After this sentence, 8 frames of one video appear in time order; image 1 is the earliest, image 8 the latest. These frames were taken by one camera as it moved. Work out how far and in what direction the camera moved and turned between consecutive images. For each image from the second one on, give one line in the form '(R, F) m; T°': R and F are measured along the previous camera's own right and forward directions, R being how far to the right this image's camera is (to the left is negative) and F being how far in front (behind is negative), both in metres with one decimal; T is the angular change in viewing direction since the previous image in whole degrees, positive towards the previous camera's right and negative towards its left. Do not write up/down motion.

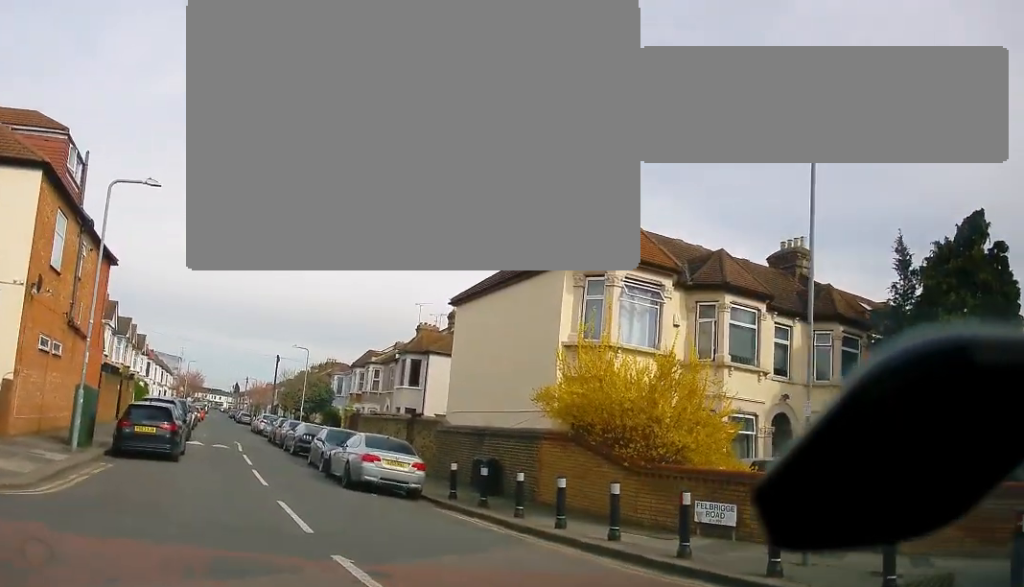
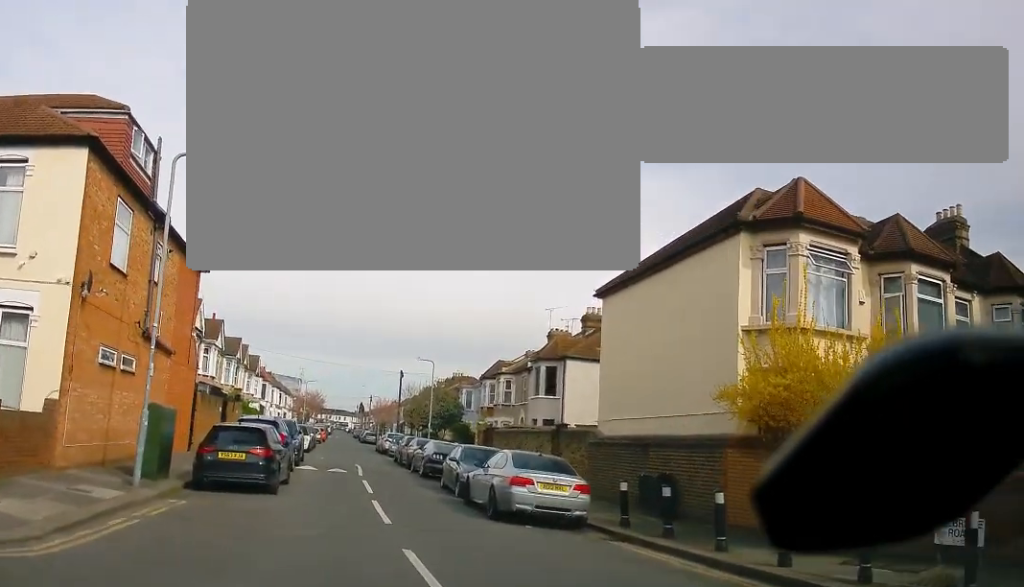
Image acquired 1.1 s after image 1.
(-0.1, +3.5) m; -3°
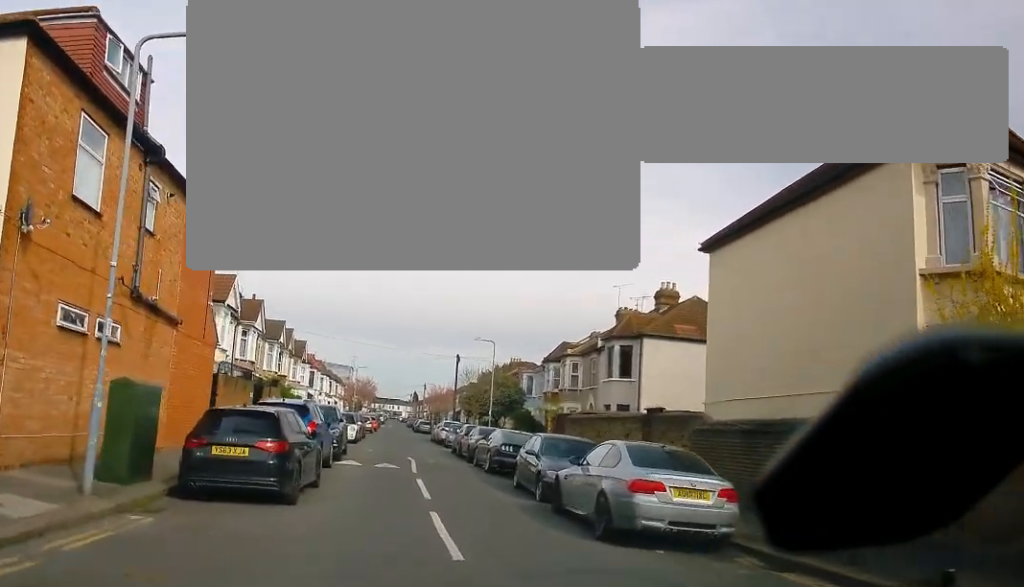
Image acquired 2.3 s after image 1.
(-0.2, +4.2) m; -7°
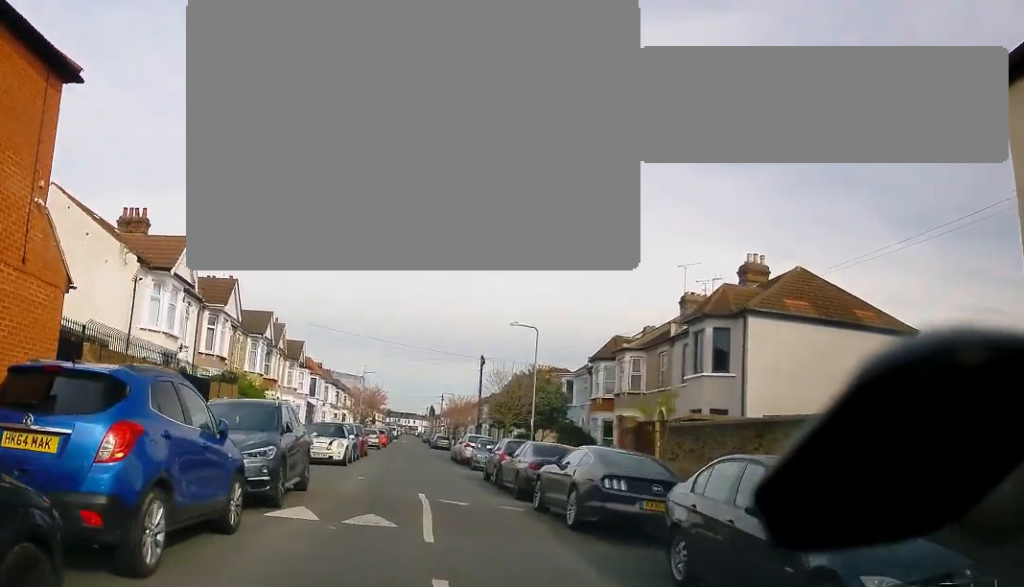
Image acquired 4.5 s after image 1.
(0.0, +10.2) m; +1°
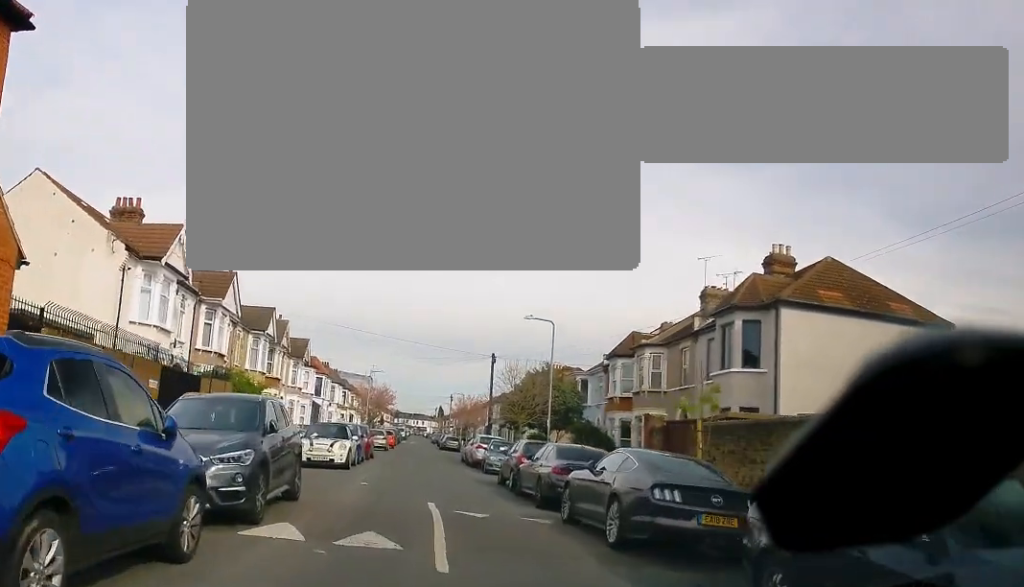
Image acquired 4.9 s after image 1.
(-0.2, +1.8) m; 0°
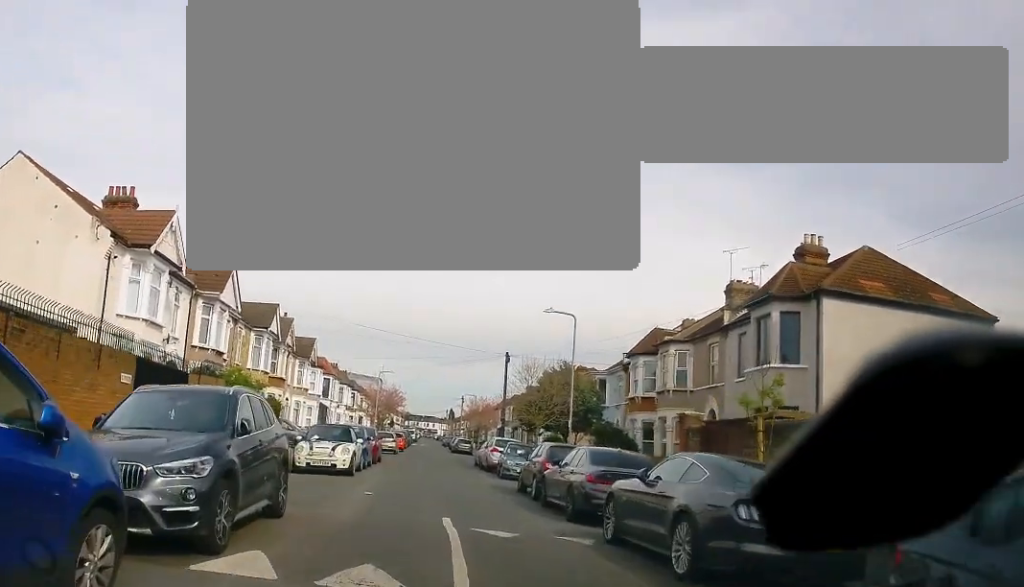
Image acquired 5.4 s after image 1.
(0.0, +2.1) m; 0°
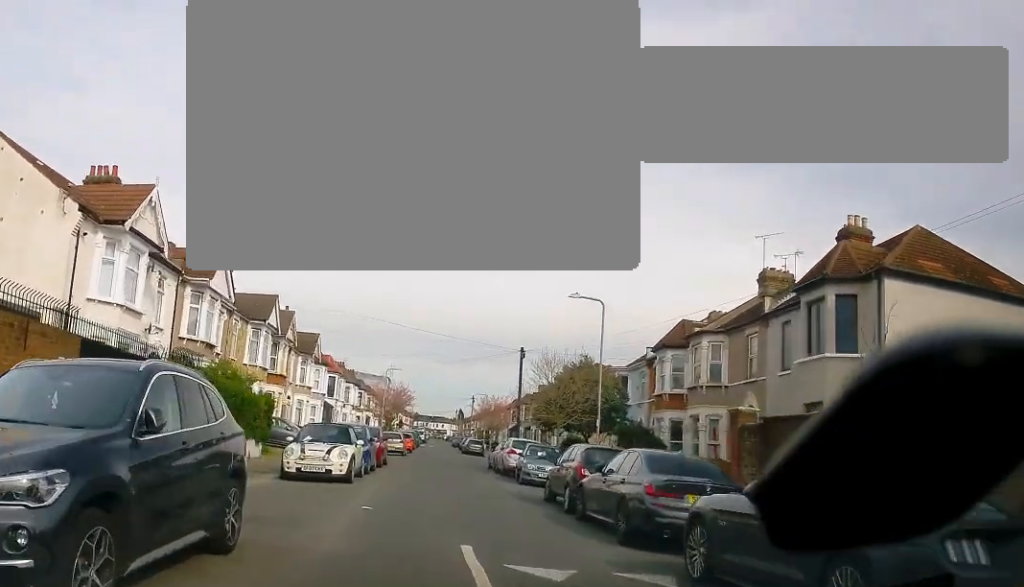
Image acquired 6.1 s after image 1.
(+0.3, +2.9) m; 0°
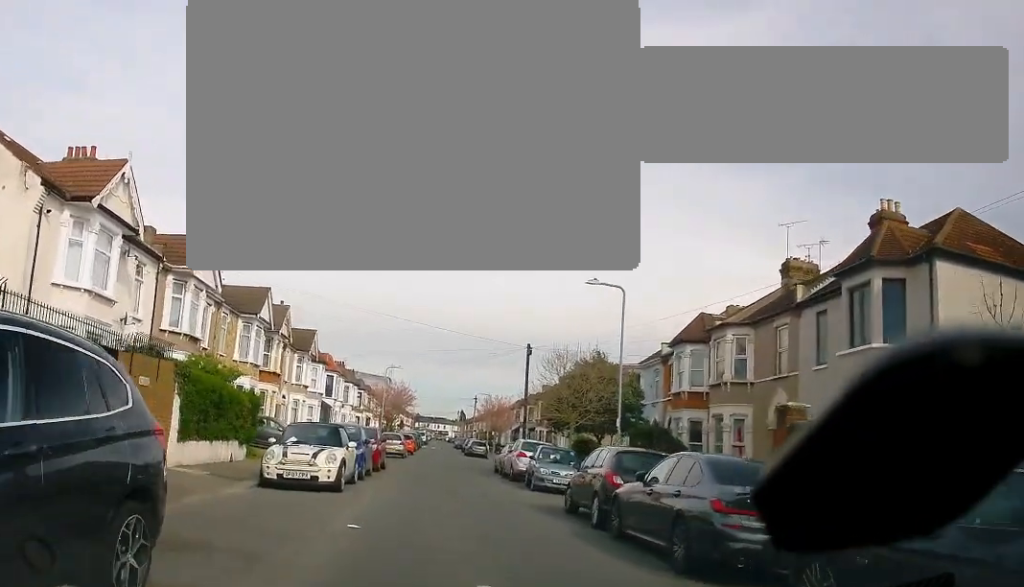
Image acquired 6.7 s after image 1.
(-0.2, +2.3) m; -5°
